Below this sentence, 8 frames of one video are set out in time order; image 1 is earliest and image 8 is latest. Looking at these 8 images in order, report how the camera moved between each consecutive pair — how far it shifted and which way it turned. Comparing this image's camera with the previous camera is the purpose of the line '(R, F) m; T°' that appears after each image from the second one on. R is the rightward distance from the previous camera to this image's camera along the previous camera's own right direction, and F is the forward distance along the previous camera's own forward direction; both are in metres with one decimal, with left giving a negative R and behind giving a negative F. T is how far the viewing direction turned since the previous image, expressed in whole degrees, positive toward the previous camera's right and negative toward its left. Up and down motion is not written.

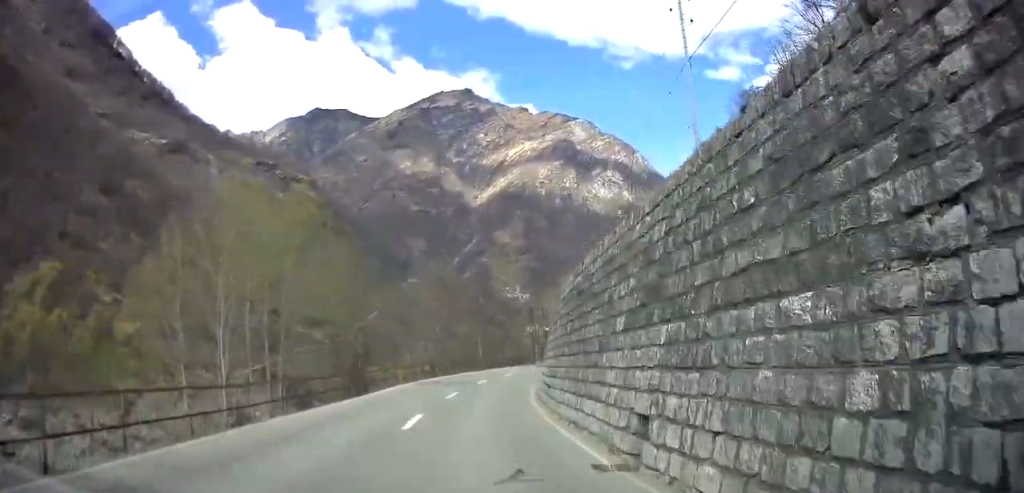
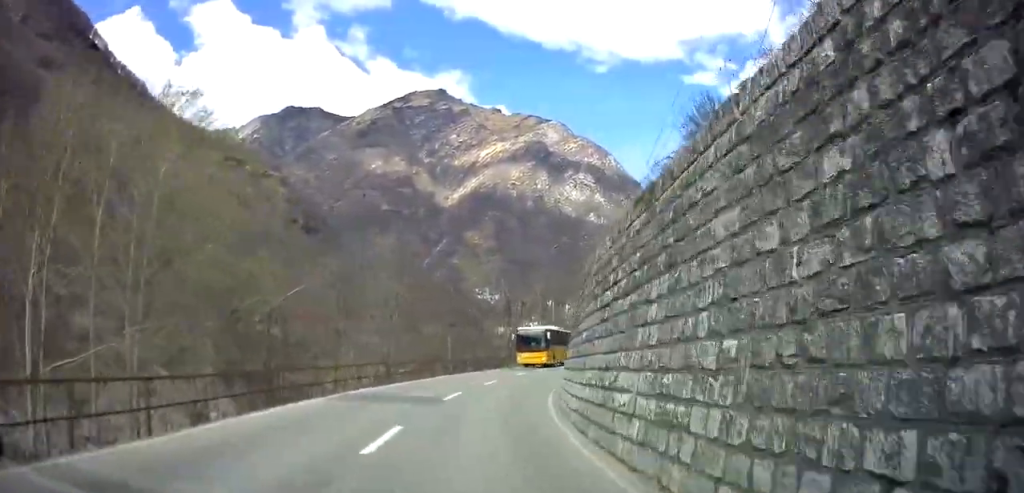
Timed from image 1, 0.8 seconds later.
(+0.1, +13.1) m; +2°
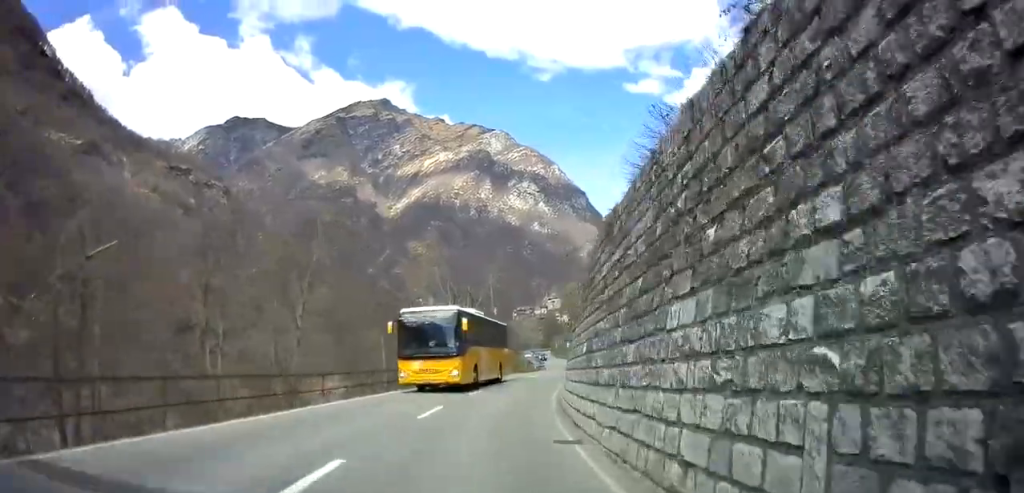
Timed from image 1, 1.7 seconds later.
(+0.1, +13.0) m; +4°
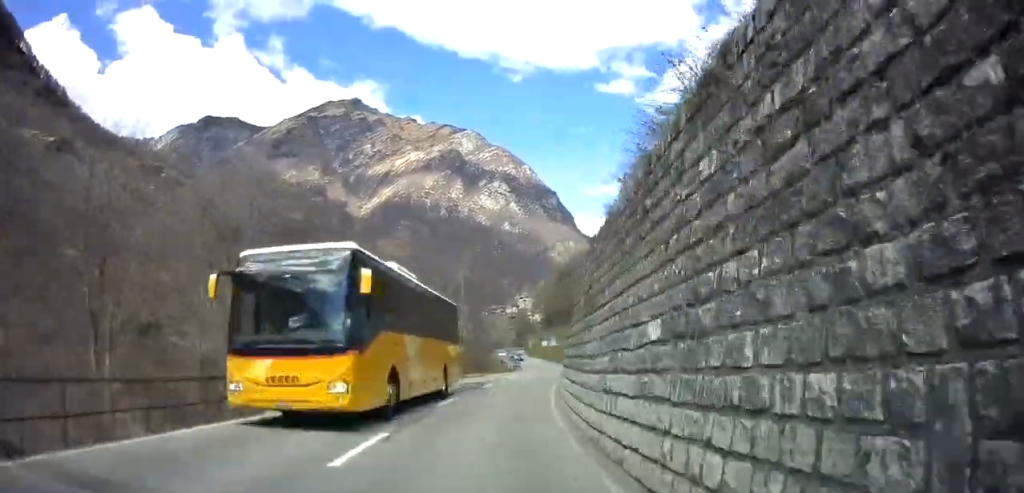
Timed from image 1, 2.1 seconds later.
(+0.3, +6.1) m; +2°
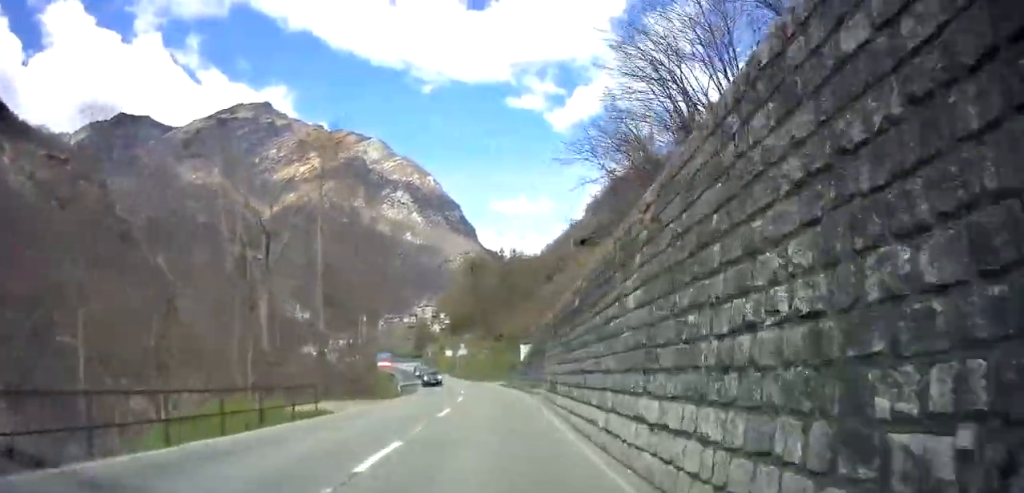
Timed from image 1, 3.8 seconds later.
(+2.4, +25.7) m; +8°
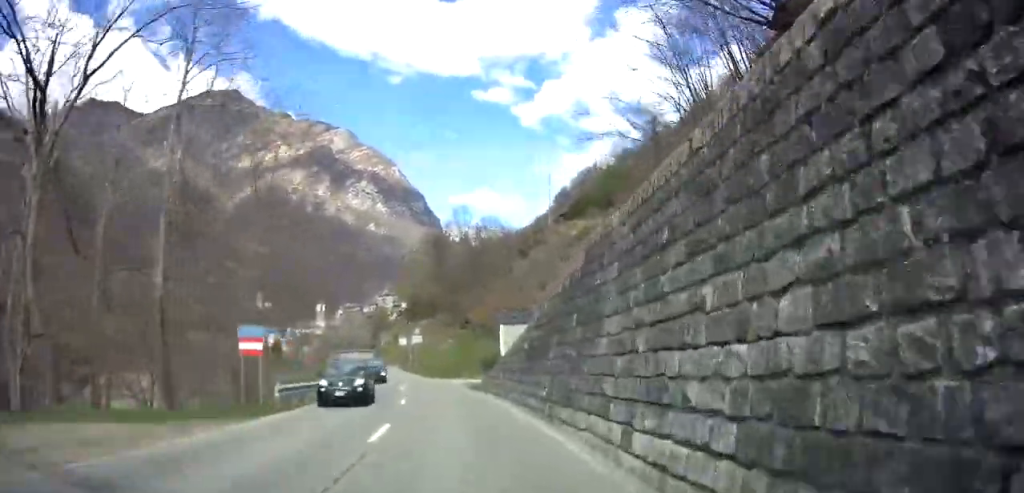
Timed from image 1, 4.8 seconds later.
(-0.1, +15.1) m; -4°
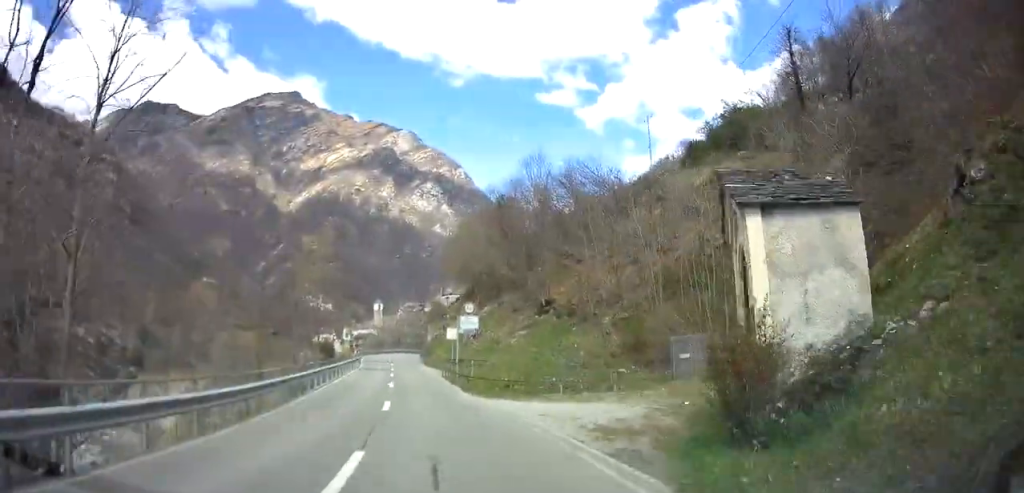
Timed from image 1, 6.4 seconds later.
(-0.3, +23.2) m; +1°
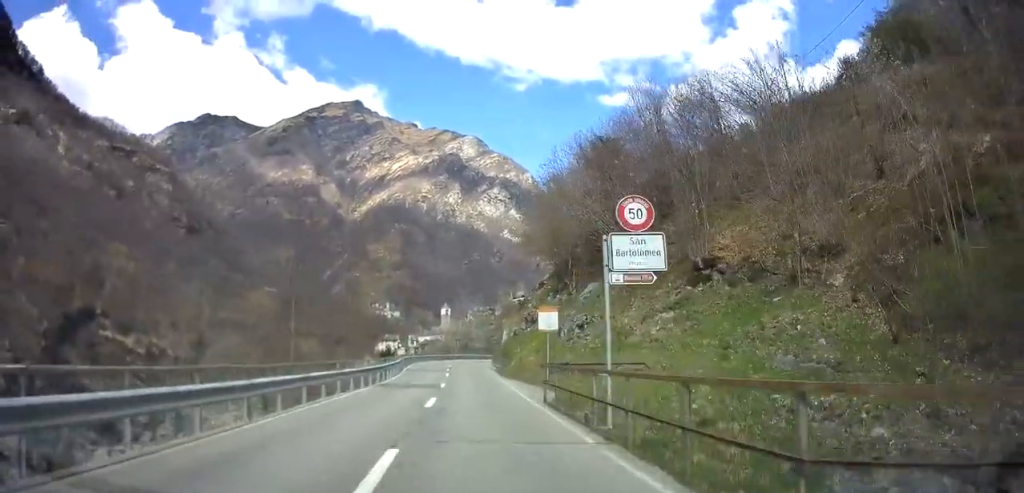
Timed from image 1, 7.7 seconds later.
(-0.8, +20.2) m; -3°
